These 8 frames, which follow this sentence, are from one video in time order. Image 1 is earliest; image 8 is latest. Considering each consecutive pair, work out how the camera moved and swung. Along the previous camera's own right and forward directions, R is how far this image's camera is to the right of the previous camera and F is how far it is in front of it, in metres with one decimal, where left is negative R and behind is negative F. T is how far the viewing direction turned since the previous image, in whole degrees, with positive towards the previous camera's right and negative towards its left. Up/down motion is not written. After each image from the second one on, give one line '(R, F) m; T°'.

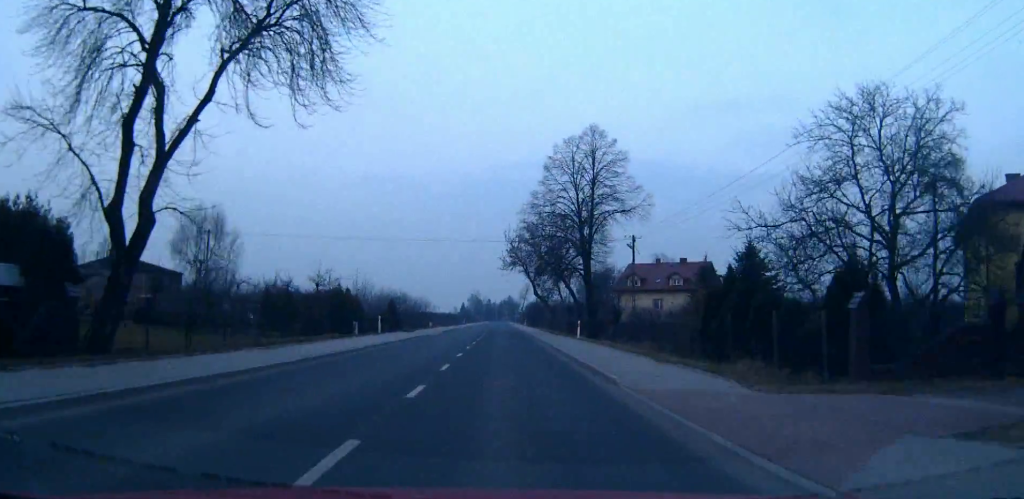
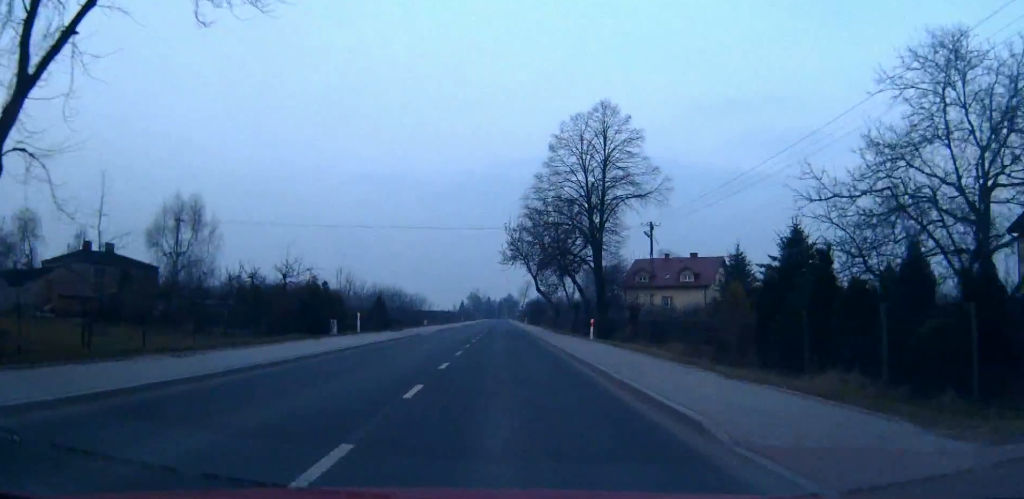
(0.0, +6.3) m; 0°
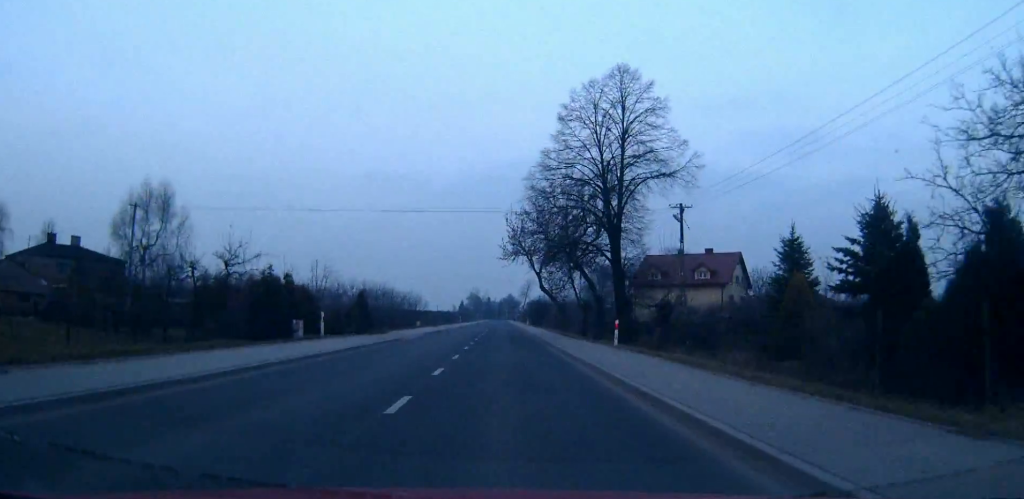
(0.0, +7.7) m; 0°
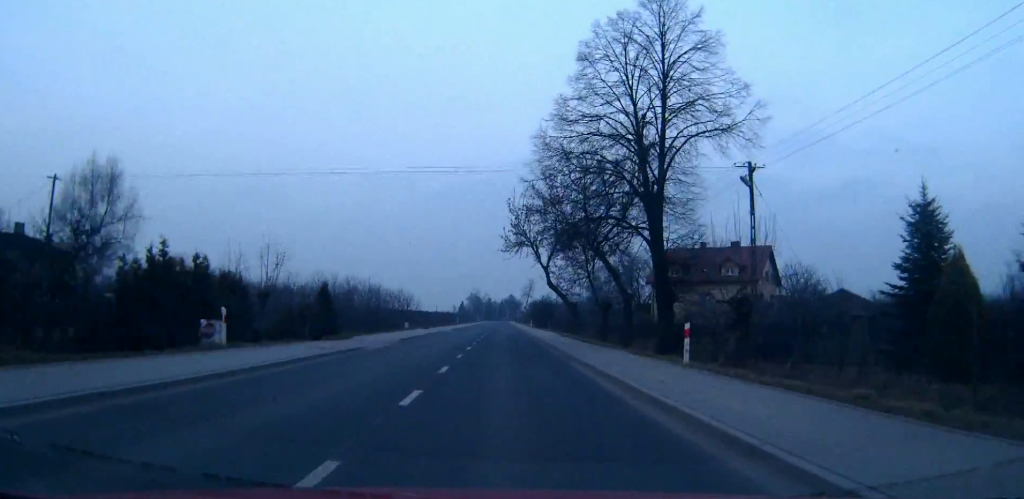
(0.0, +10.9) m; 0°
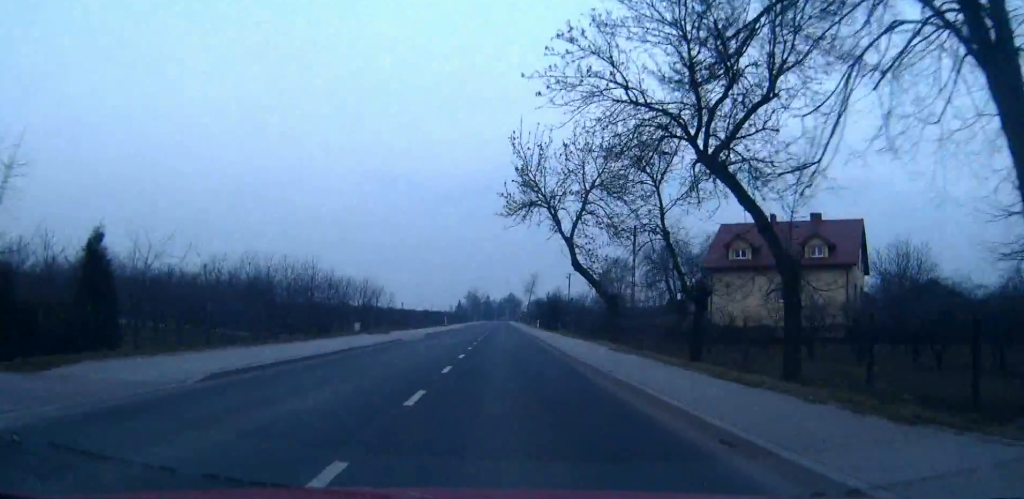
(0.0, +23.8) m; 0°
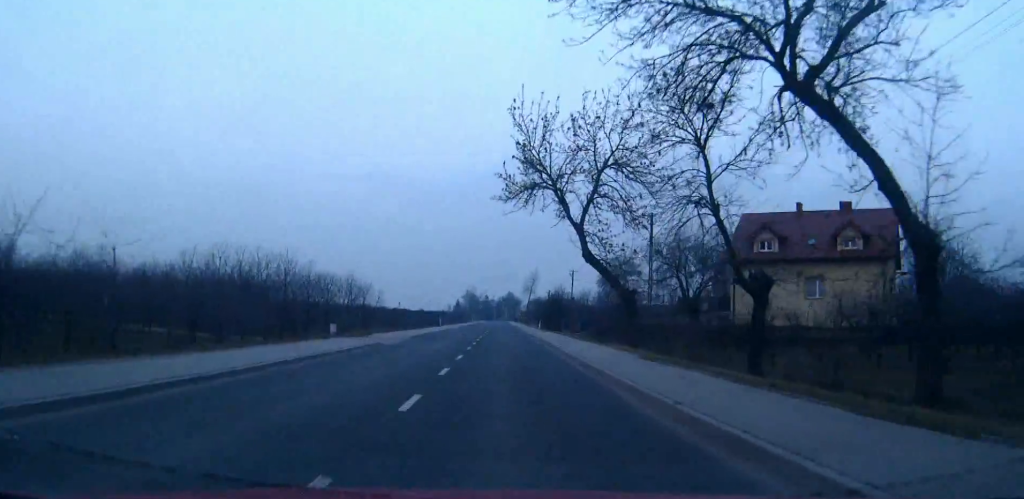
(0.0, +6.5) m; 0°
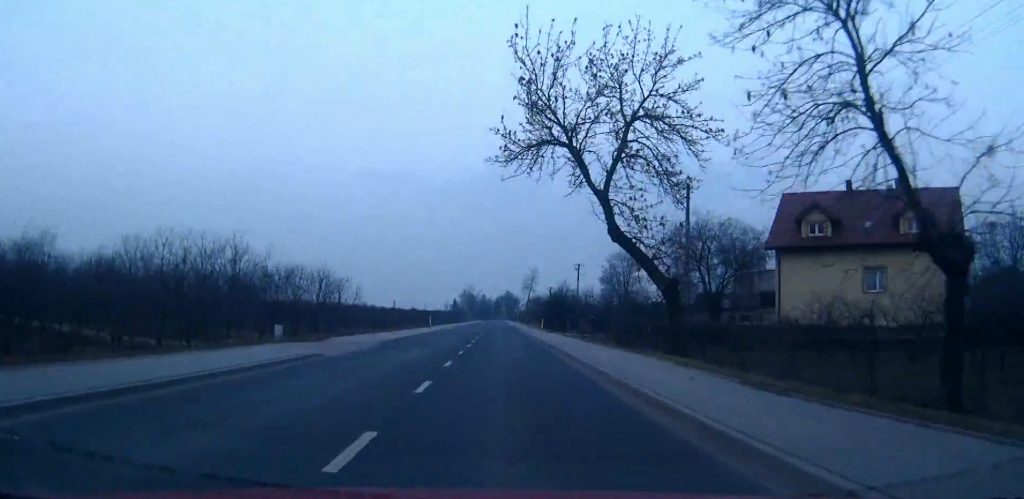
(0.0, +9.8) m; 0°
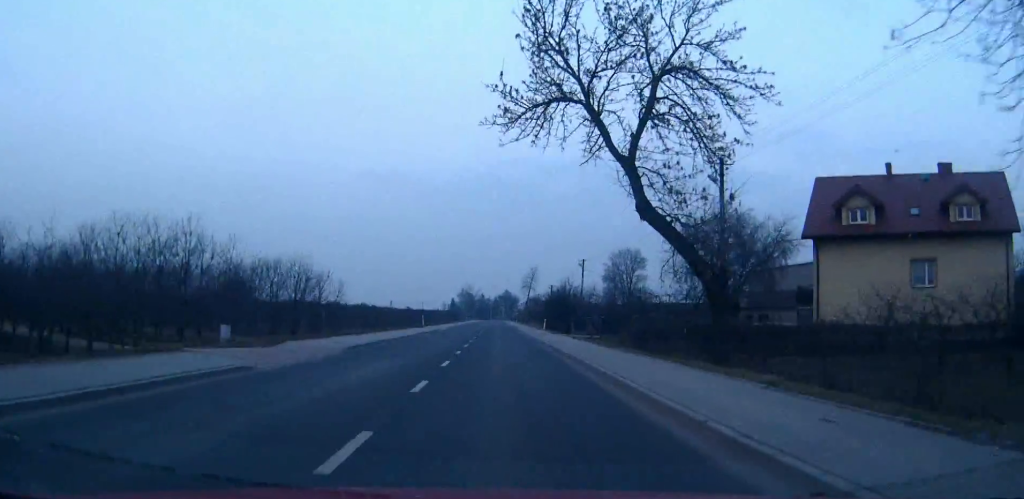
(0.0, +6.1) m; 0°
